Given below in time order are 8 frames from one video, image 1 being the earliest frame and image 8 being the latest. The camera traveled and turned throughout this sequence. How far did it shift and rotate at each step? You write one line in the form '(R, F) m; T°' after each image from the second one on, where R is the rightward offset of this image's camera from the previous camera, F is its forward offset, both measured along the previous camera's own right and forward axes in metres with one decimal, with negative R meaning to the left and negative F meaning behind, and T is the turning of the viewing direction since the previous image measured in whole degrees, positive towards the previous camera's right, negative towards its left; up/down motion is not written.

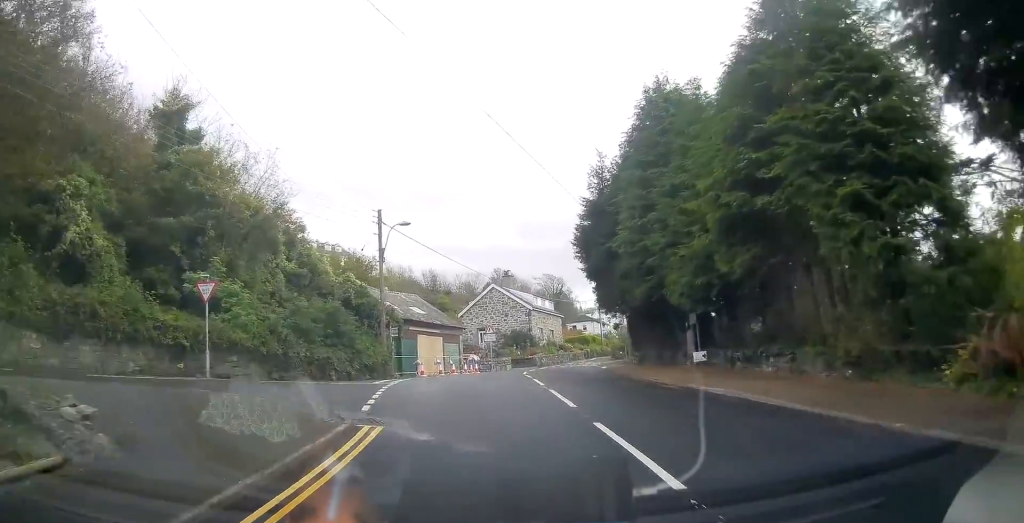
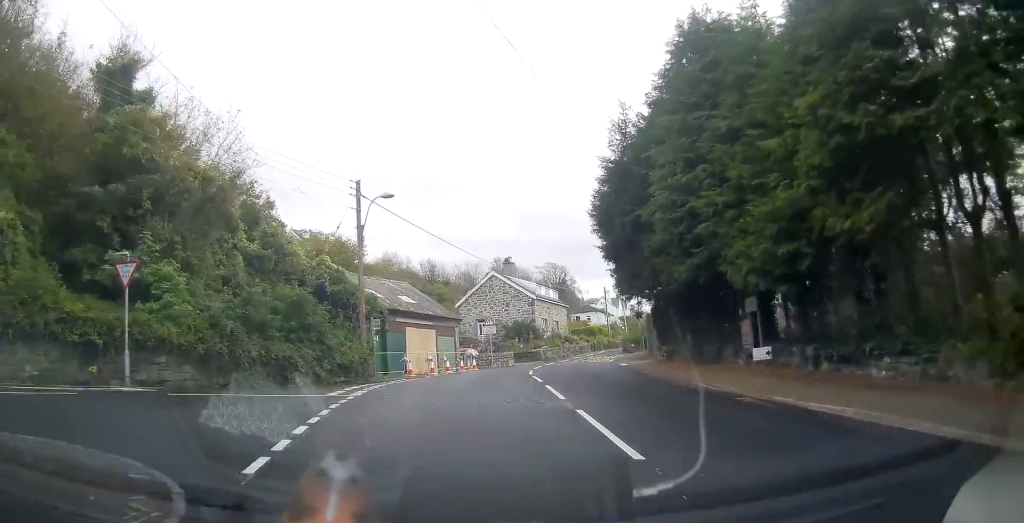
(0.0, +4.8) m; +1°
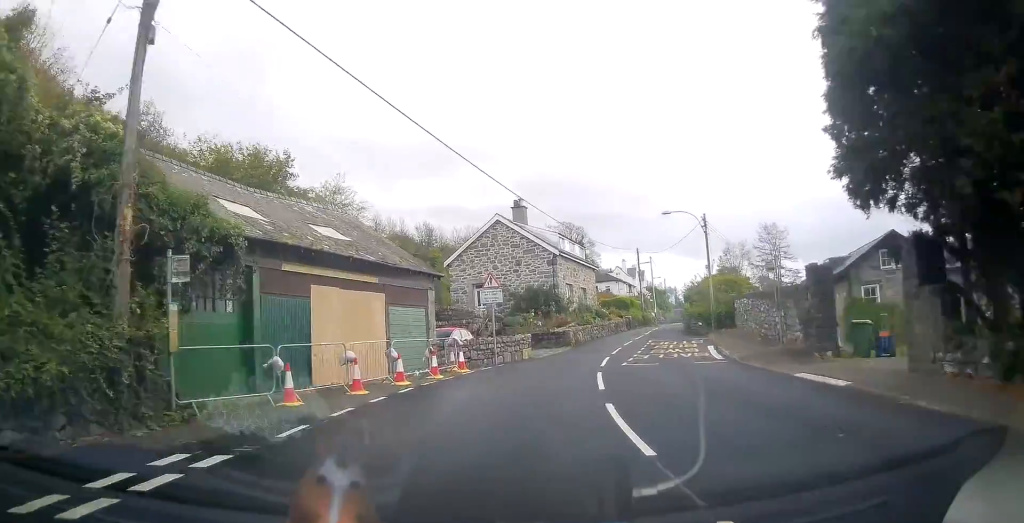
(+0.6, +17.4) m; +3°
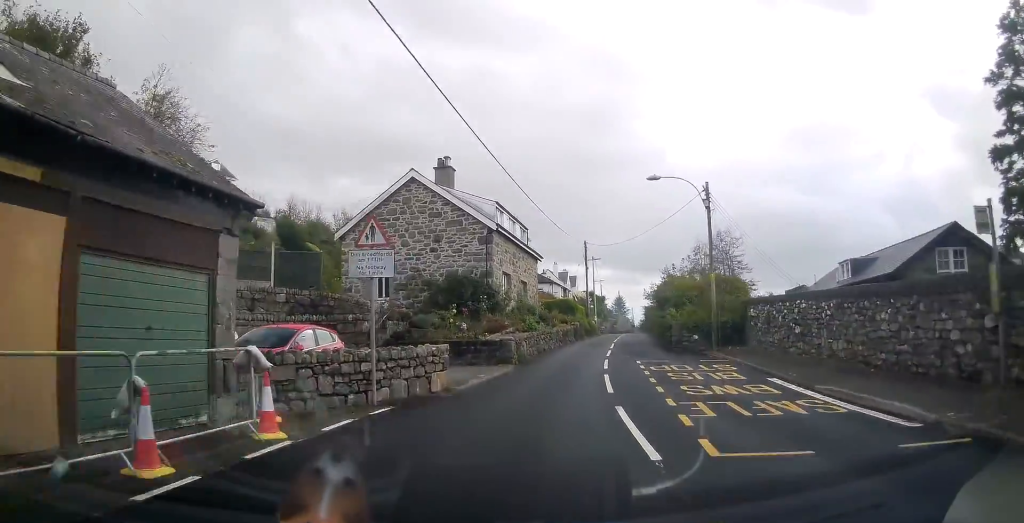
(0.0, +11.9) m; +2°
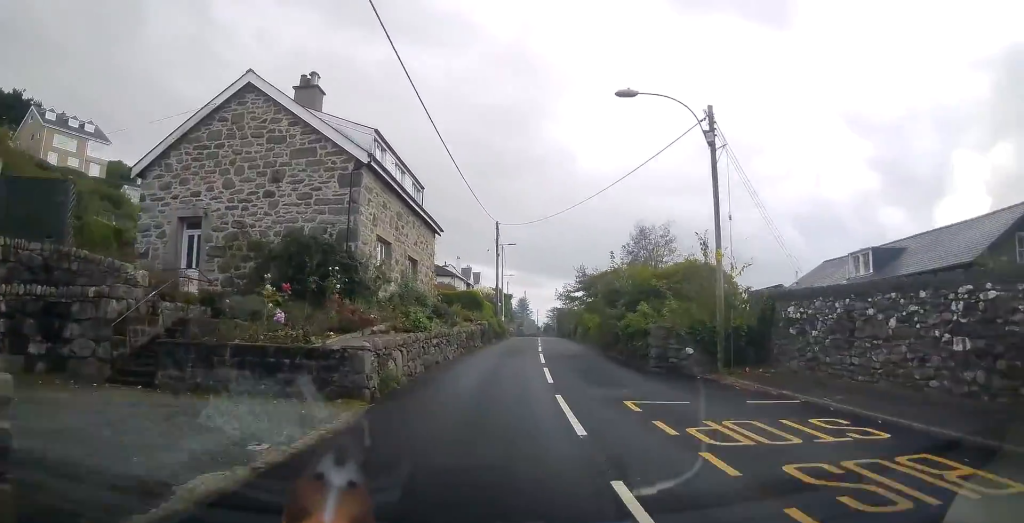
(+0.4, +10.9) m; +6°
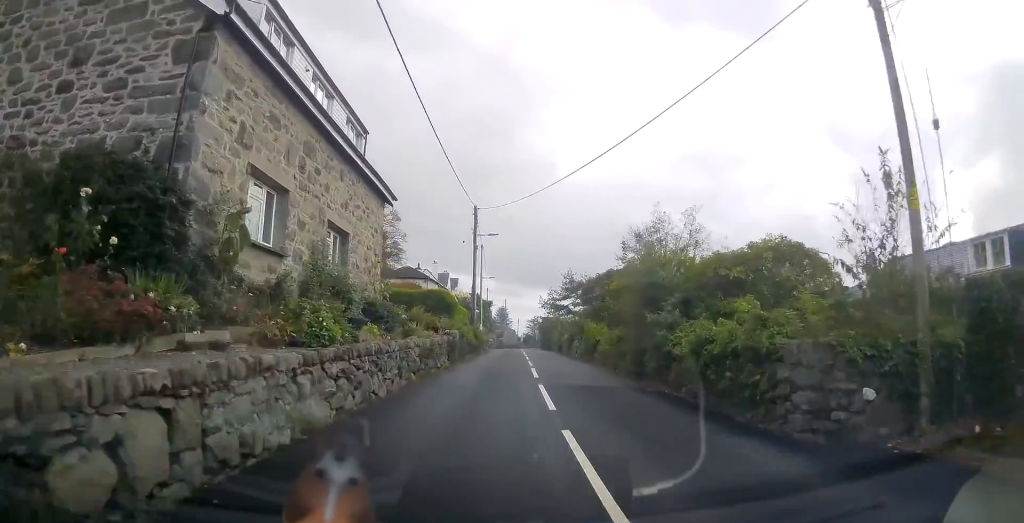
(+0.6, +9.0) m; +5°
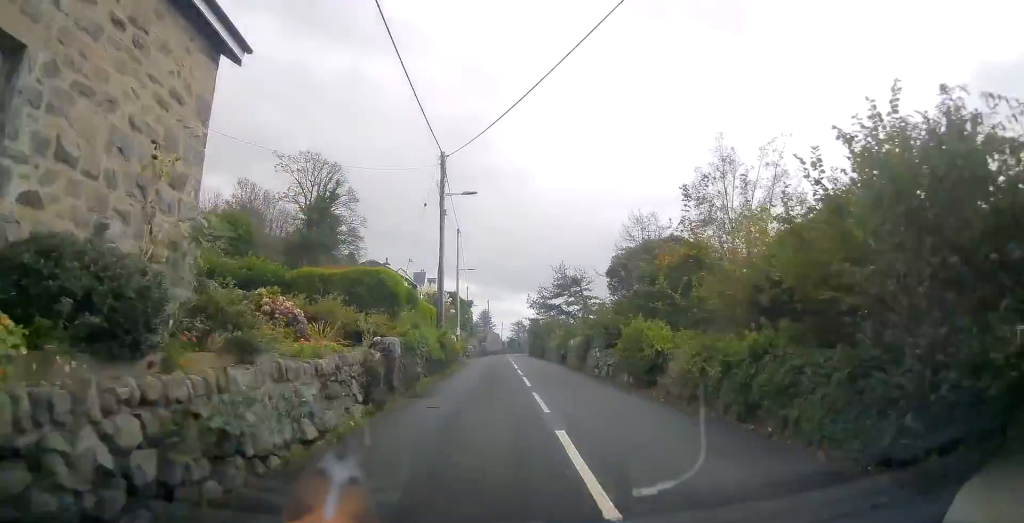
(+0.5, +11.7) m; +3°
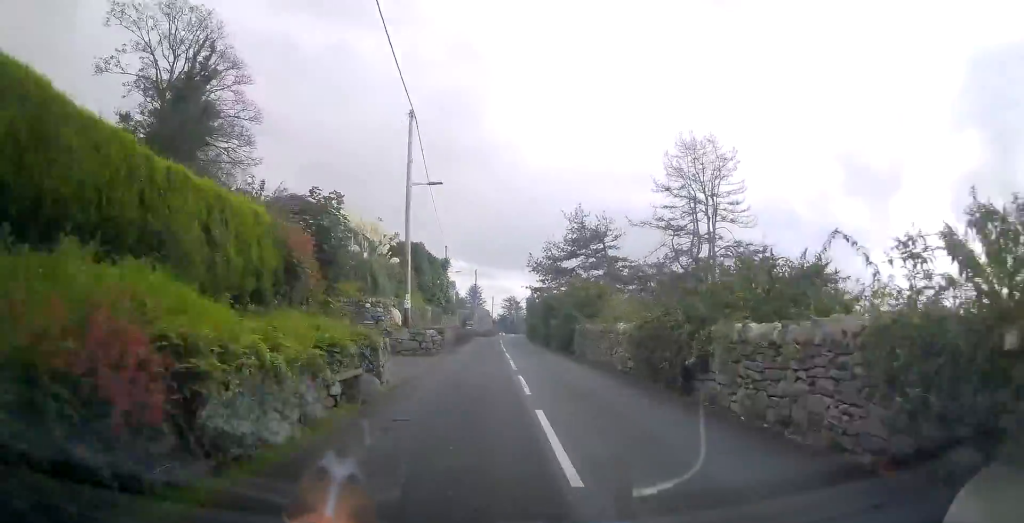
(+0.5, +22.8) m; +2°
